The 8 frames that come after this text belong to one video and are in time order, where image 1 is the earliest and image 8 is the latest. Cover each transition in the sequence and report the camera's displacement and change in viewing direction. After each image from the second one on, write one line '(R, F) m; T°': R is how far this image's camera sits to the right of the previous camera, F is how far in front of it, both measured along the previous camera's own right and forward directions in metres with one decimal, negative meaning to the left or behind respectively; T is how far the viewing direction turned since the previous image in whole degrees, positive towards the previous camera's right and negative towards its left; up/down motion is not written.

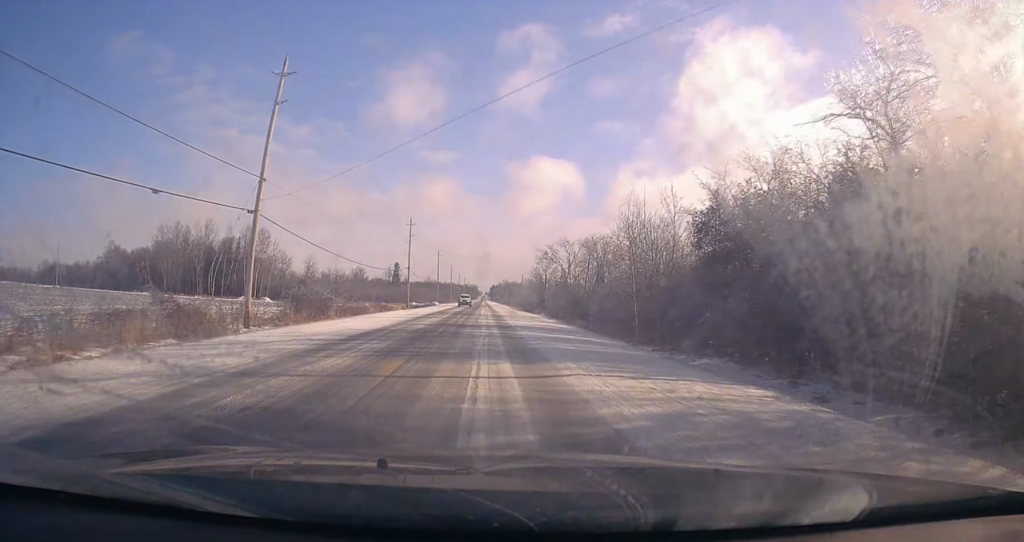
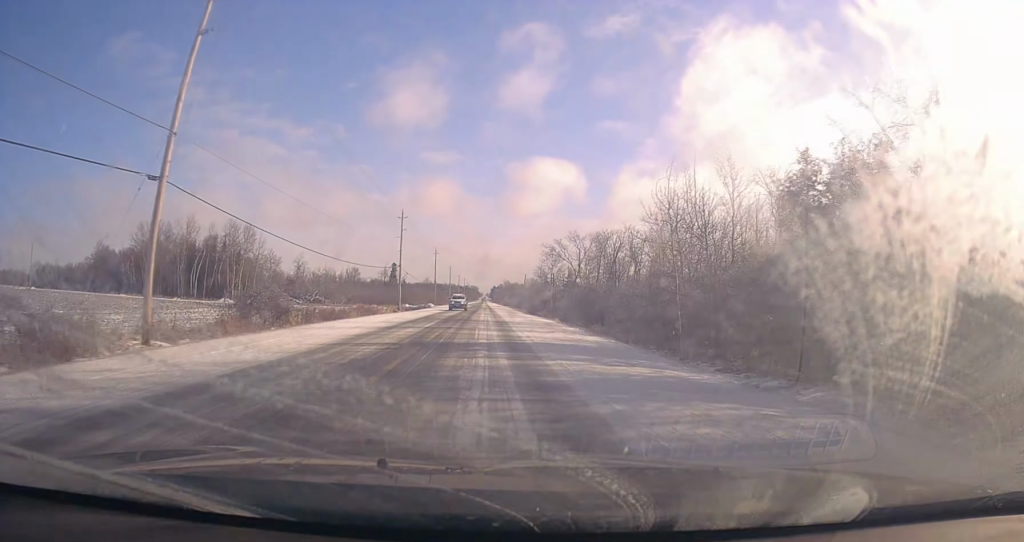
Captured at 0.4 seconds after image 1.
(0.0, +10.3) m; 0°
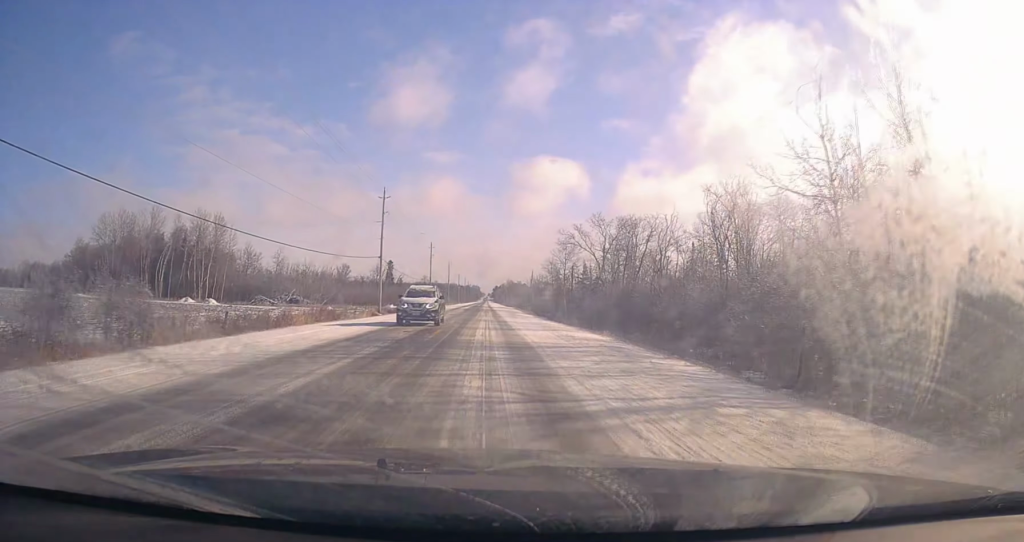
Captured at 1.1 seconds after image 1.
(0.0, +18.2) m; 0°
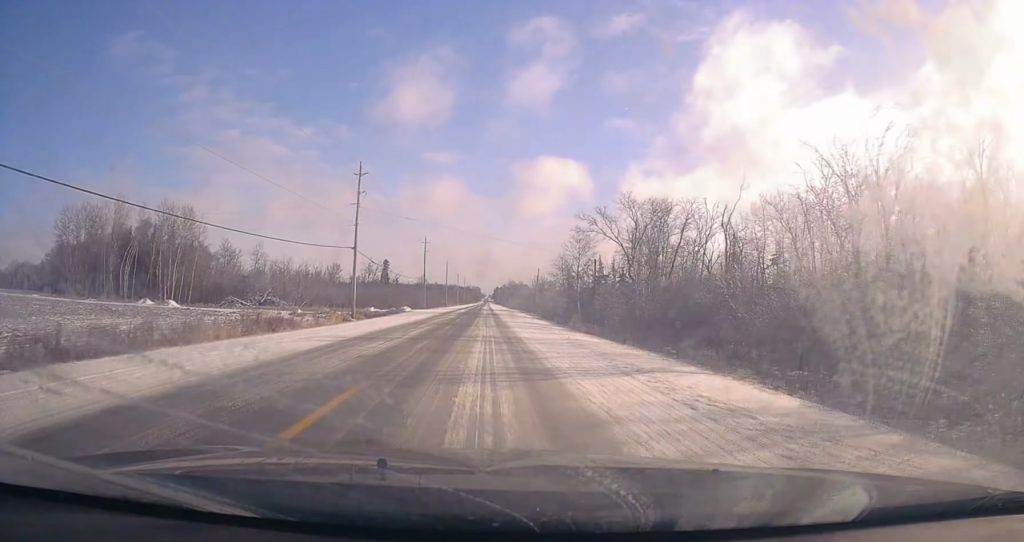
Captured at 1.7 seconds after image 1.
(0.0, +15.0) m; 0°
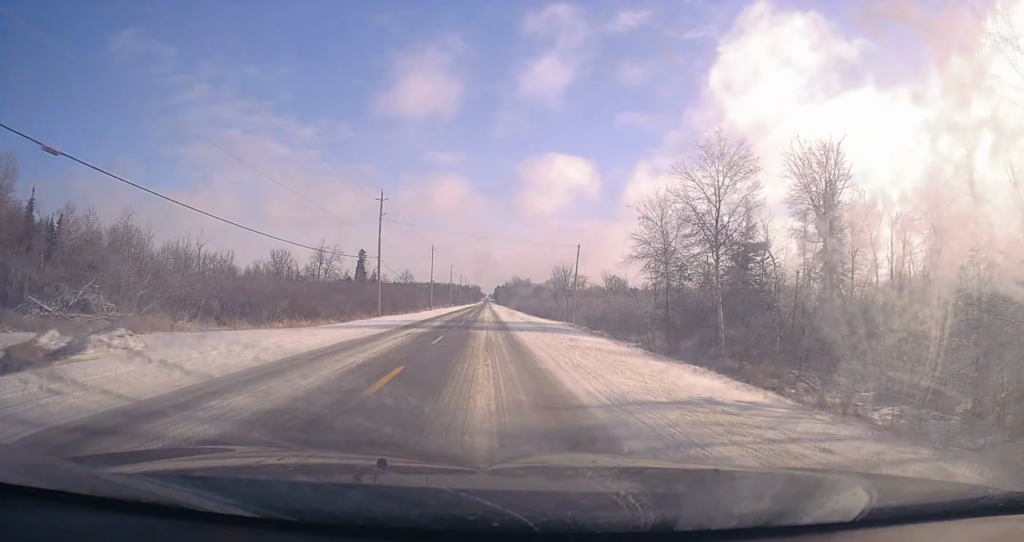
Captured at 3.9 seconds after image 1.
(+0.2, +54.8) m; +1°
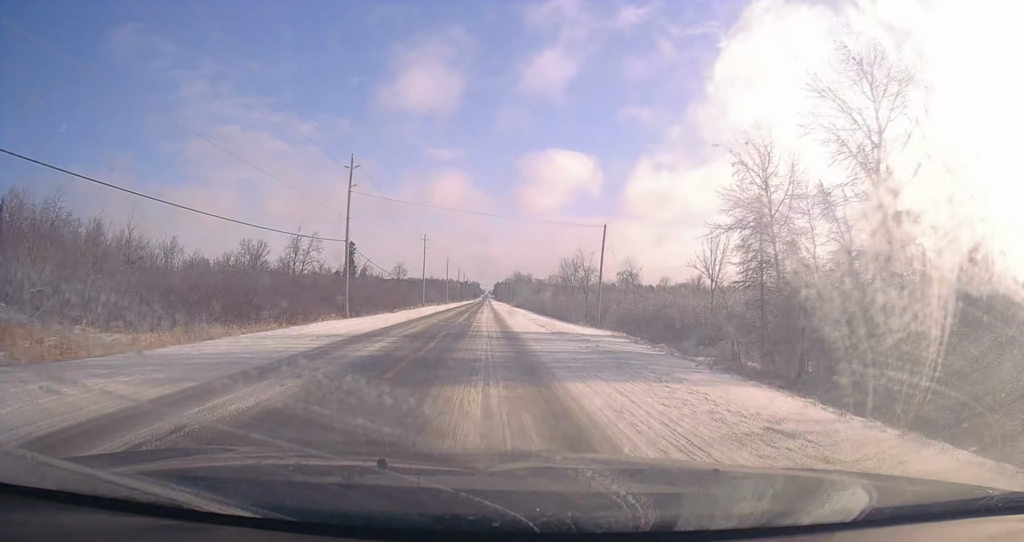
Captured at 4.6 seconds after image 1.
(+0.4, +16.7) m; 0°
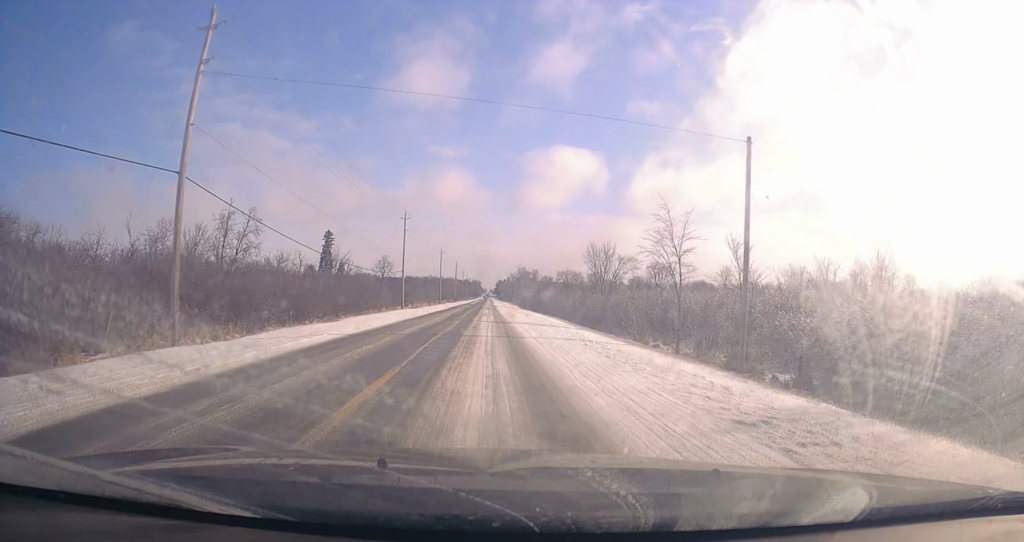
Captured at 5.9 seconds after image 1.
(-0.5, +32.2) m; -2°
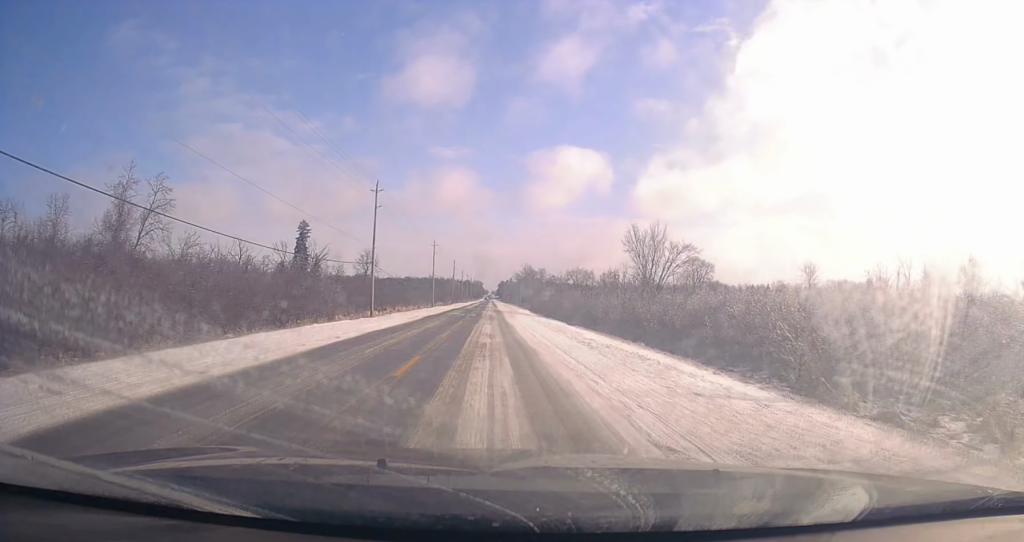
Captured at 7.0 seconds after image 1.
(-0.3, +27.9) m; -1°
